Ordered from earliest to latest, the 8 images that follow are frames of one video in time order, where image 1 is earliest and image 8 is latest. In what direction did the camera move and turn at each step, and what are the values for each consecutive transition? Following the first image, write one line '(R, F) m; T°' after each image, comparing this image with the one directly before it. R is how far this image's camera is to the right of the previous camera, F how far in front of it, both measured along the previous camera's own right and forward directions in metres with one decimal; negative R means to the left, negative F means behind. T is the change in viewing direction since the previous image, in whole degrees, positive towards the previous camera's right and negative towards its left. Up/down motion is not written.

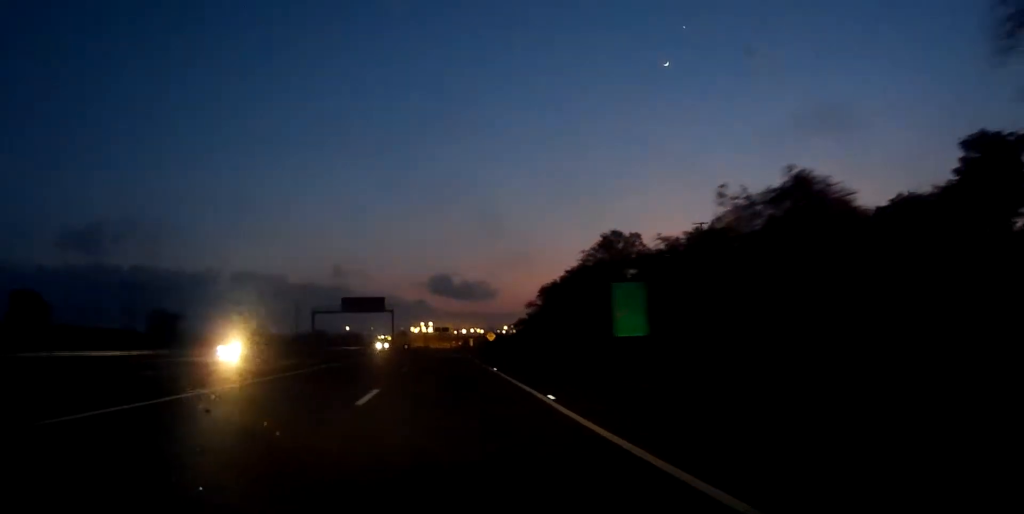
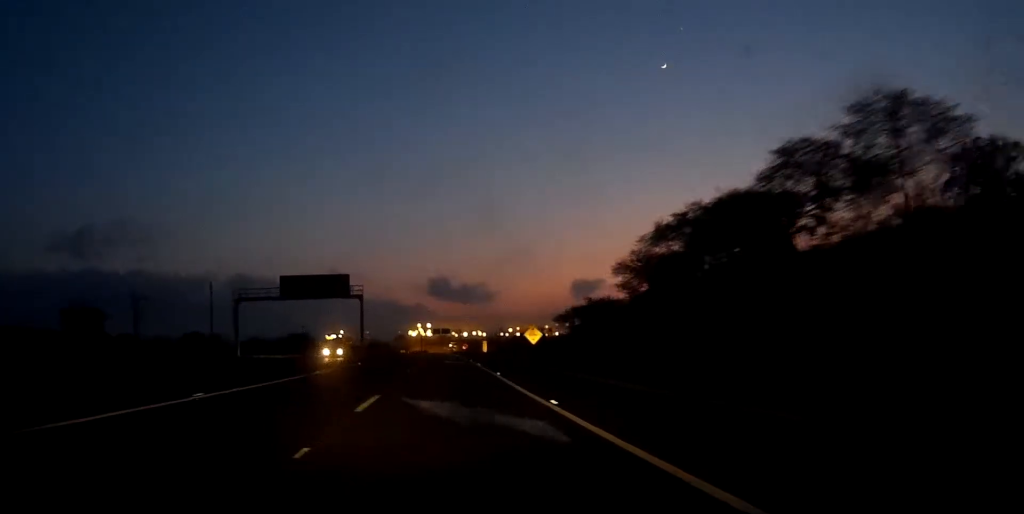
(-0.2, +47.9) m; 0°
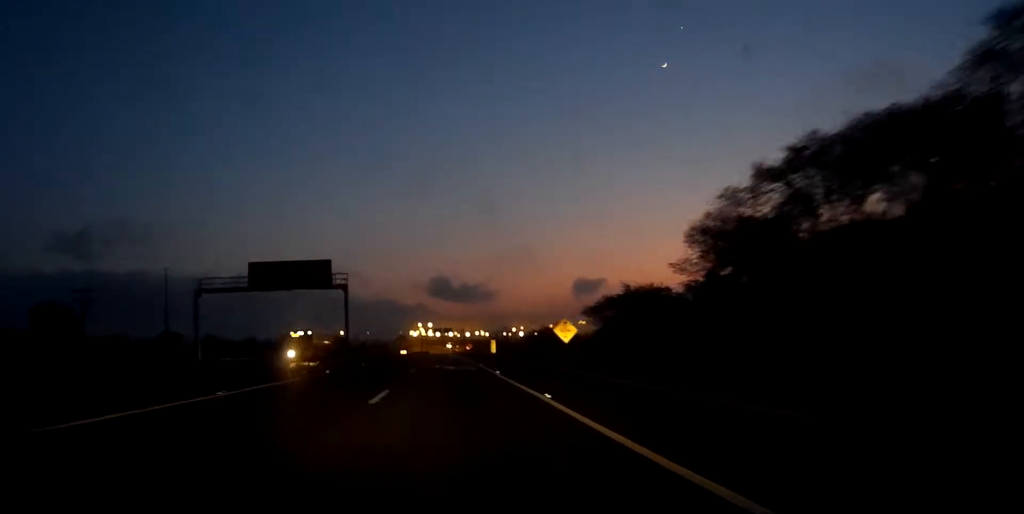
(0.0, +13.8) m; 0°
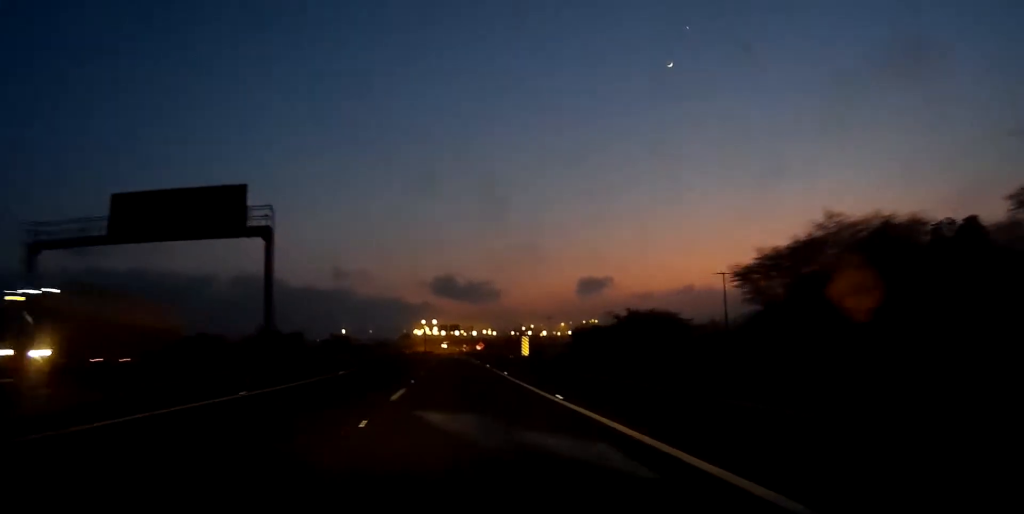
(-0.2, +30.2) m; -1°
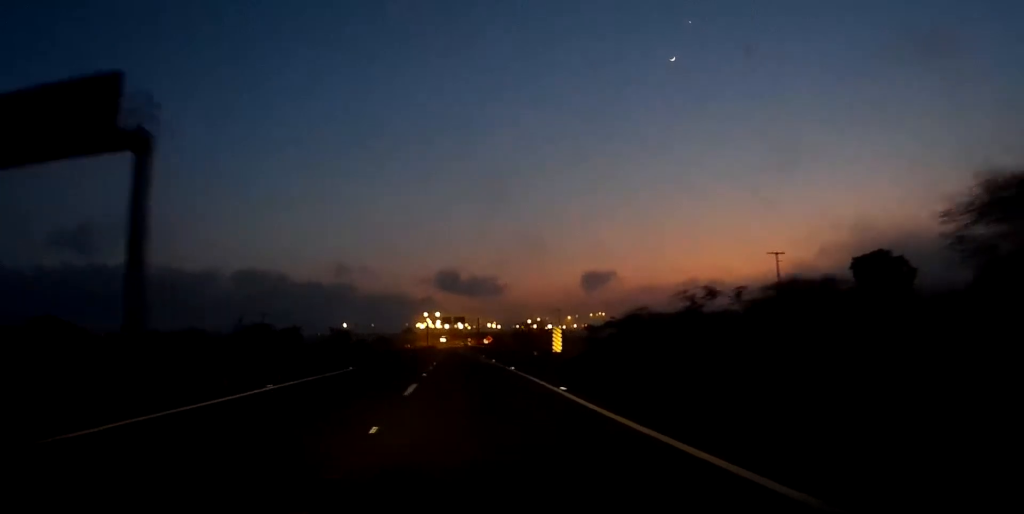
(-0.1, +15.6) m; 0°
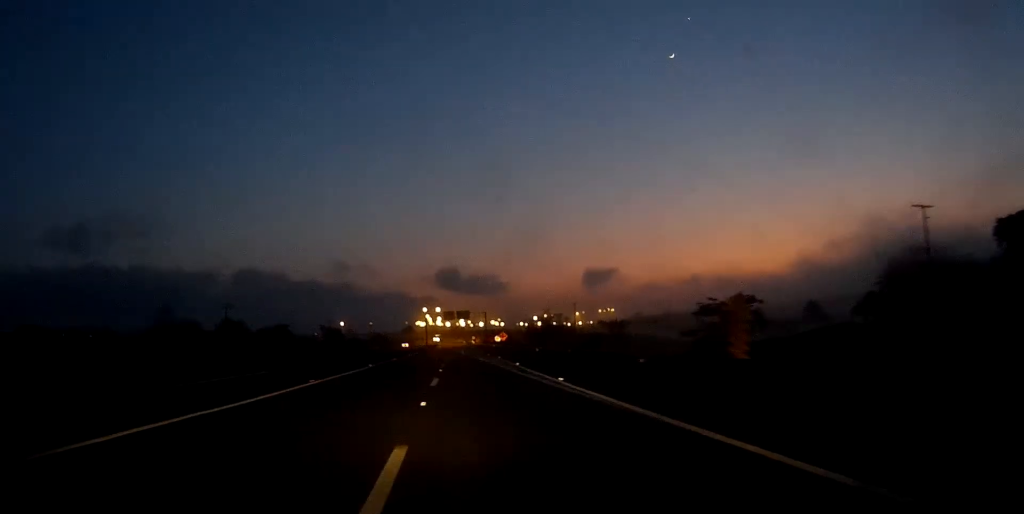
(+0.1, +28.7) m; 0°
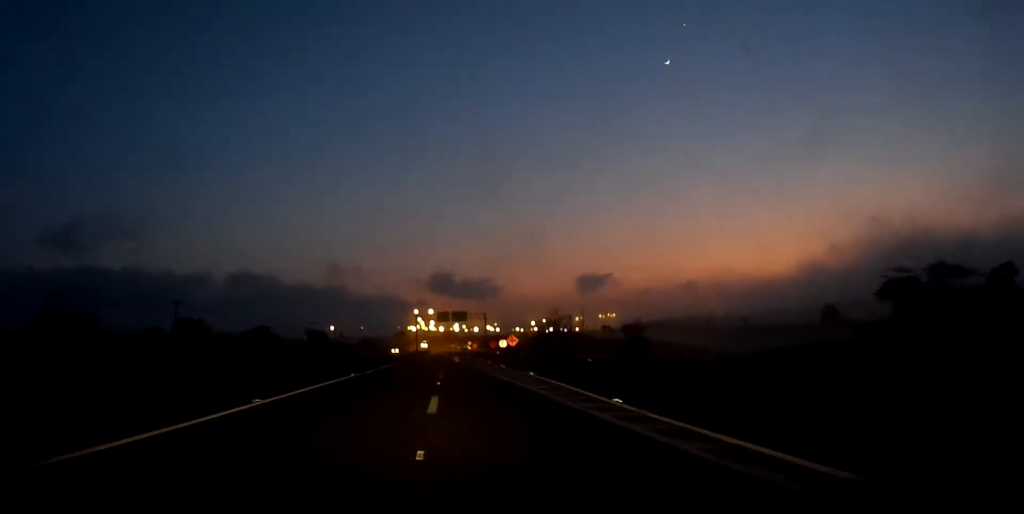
(0.0, +23.3) m; 0°
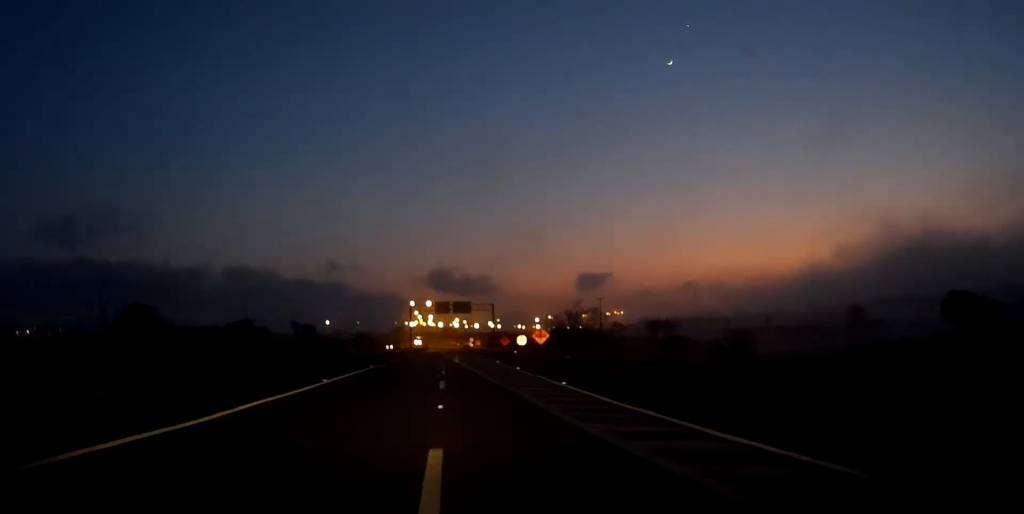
(0.0, +24.1) m; 0°
